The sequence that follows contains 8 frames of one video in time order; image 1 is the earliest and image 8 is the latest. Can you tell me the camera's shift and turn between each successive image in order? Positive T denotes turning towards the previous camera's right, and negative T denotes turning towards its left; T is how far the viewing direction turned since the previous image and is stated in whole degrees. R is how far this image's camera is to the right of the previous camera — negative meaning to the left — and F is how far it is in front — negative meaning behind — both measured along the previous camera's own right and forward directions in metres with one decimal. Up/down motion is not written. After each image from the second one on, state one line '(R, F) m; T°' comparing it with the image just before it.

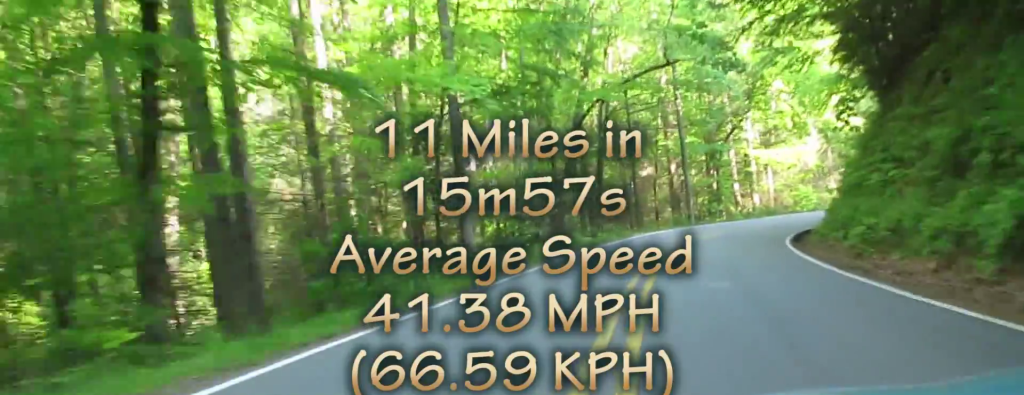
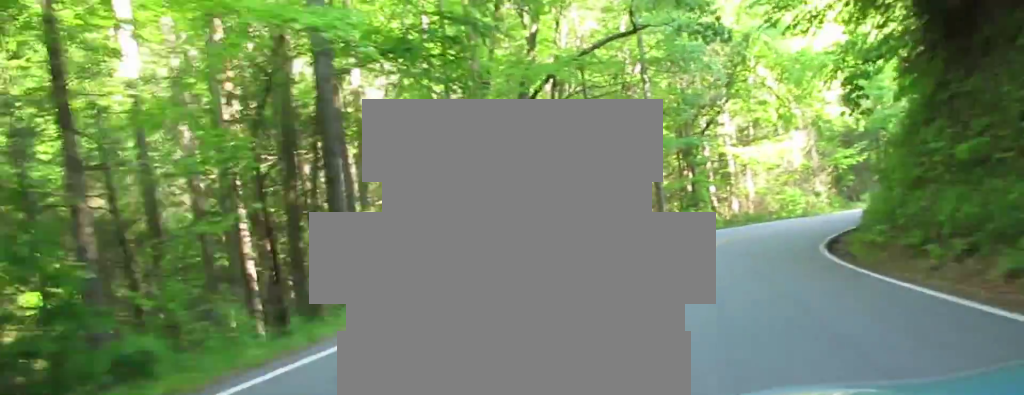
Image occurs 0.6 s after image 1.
(+0.6, +10.1) m; +11°
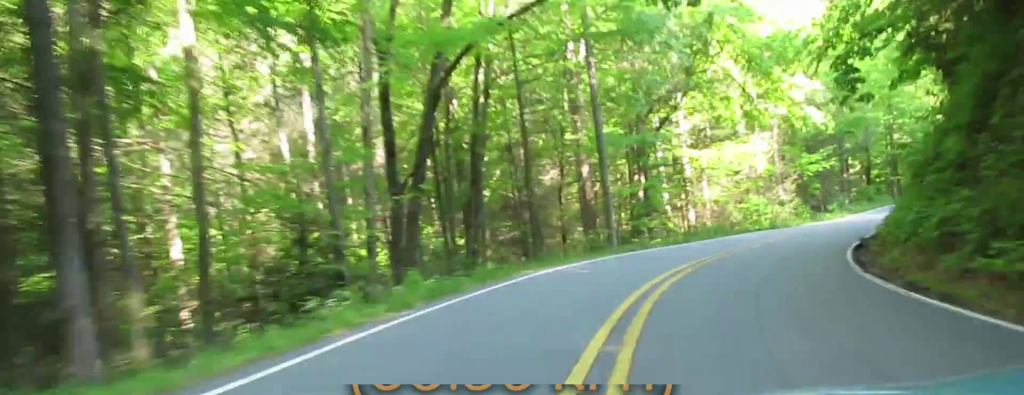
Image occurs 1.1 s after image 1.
(+1.4, +8.3) m; +9°
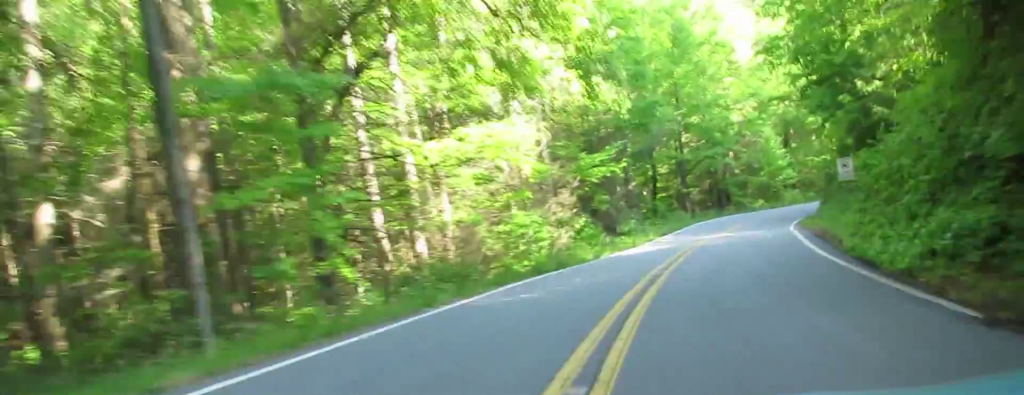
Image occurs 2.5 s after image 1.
(+4.1, +27.4) m; +12°
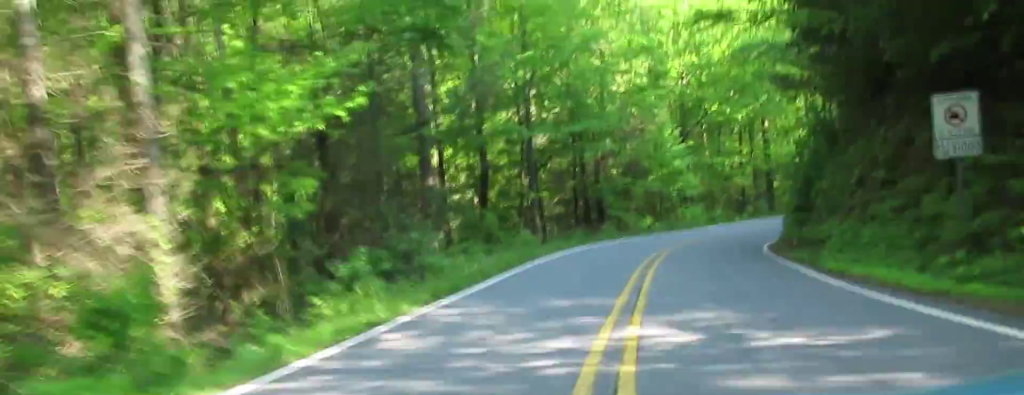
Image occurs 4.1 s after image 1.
(+2.6, +41.1) m; +6°
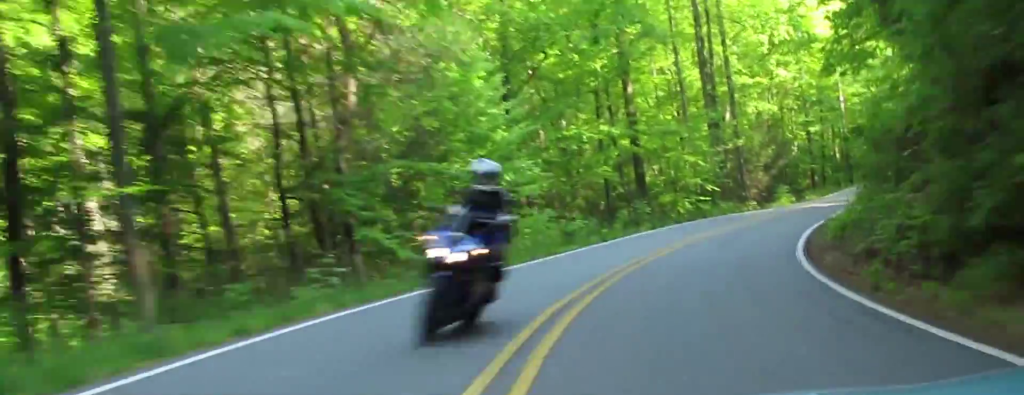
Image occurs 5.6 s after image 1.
(+2.8, +43.3) m; +12°
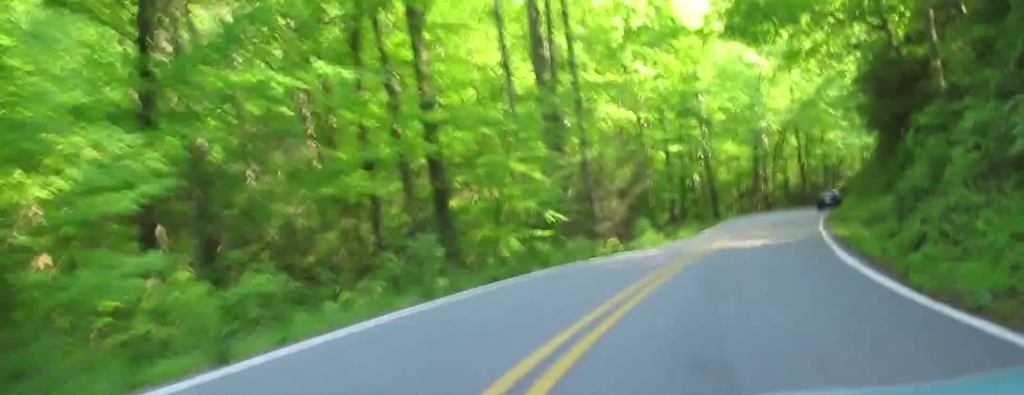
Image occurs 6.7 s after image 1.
(+4.1, +31.1) m; +13°
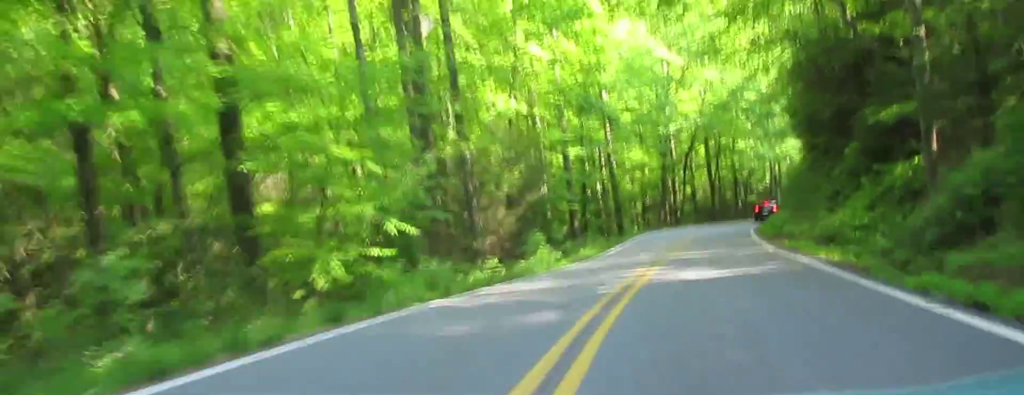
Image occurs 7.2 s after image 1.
(+1.3, +14.3) m; +4°
